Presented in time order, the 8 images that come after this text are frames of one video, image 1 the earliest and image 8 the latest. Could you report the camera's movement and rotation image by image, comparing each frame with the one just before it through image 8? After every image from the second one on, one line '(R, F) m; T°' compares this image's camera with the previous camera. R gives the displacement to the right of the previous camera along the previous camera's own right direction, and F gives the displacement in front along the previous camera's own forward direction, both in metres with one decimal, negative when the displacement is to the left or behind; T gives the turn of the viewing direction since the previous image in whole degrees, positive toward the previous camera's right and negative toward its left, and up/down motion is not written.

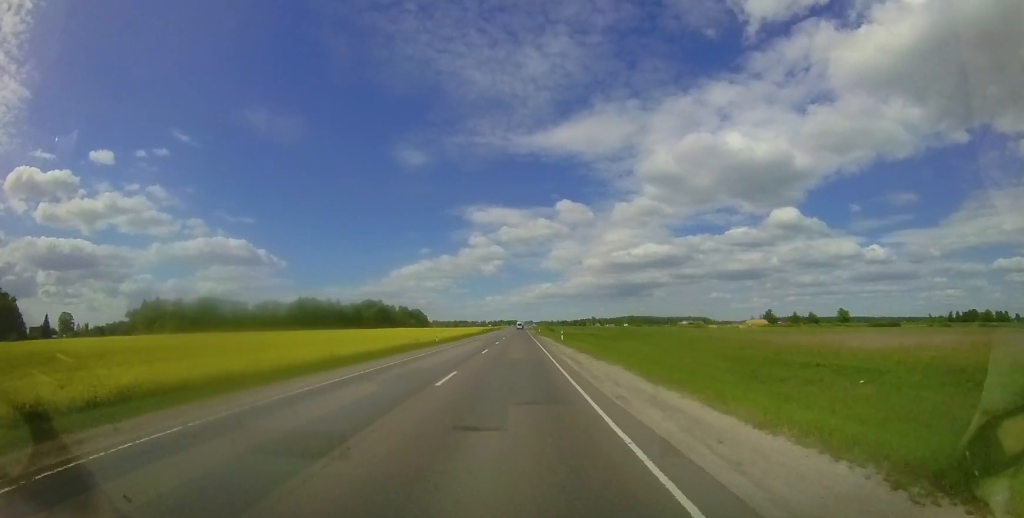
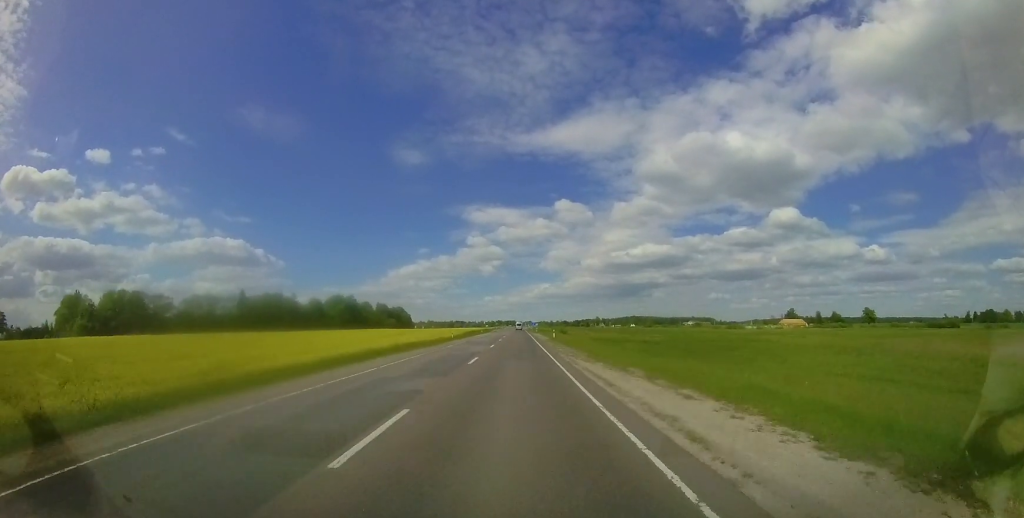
(0.0, +41.5) m; 0°
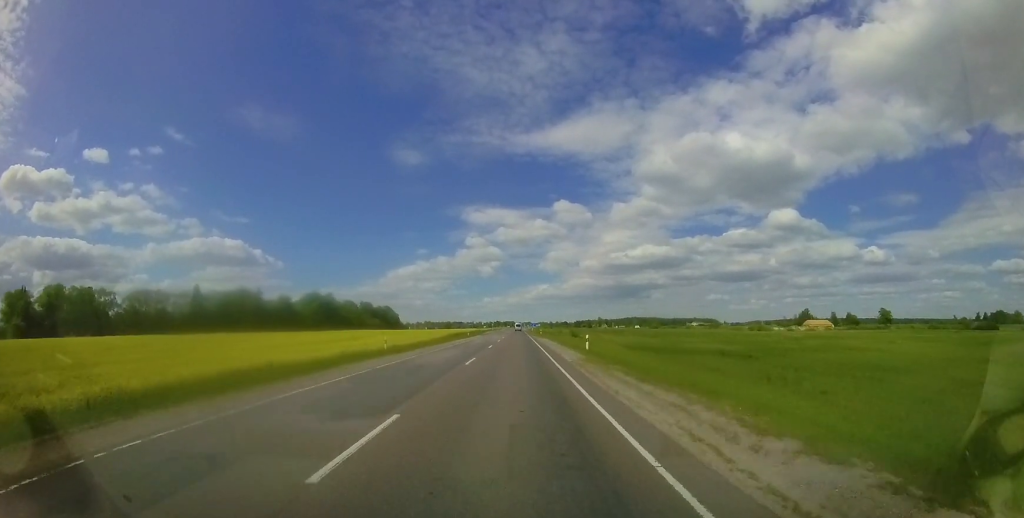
(0.0, +24.3) m; 0°
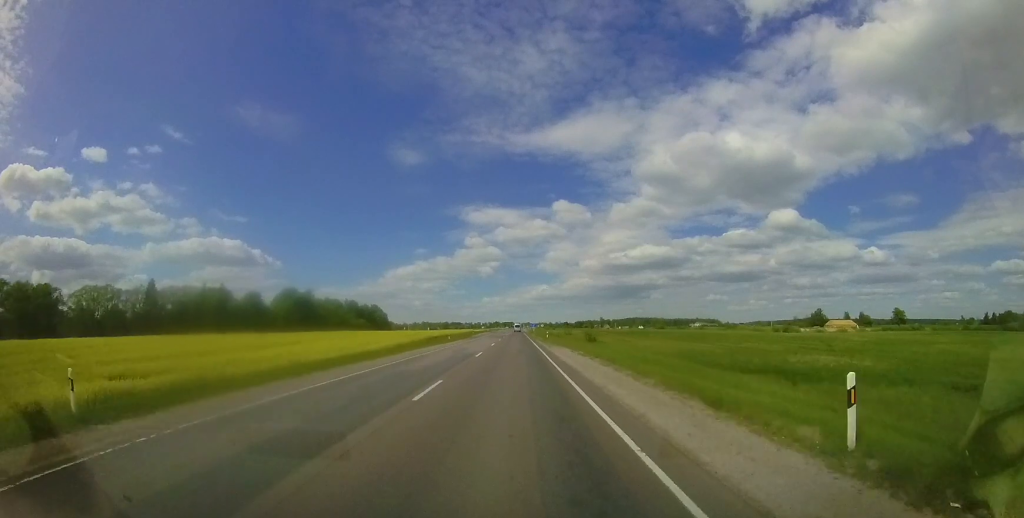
(0.0, +19.6) m; 0°
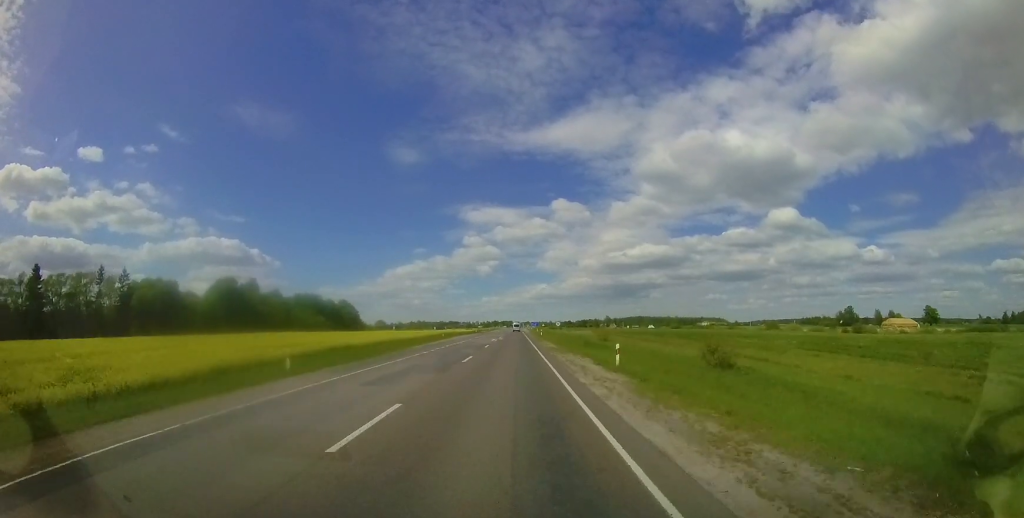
(0.0, +38.6) m; +1°
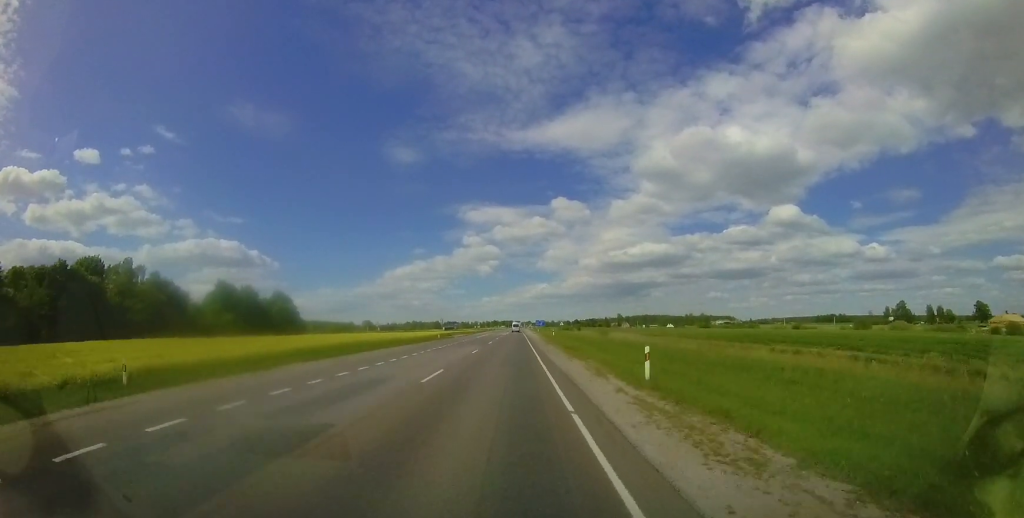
(+0.6, +53.2) m; +1°
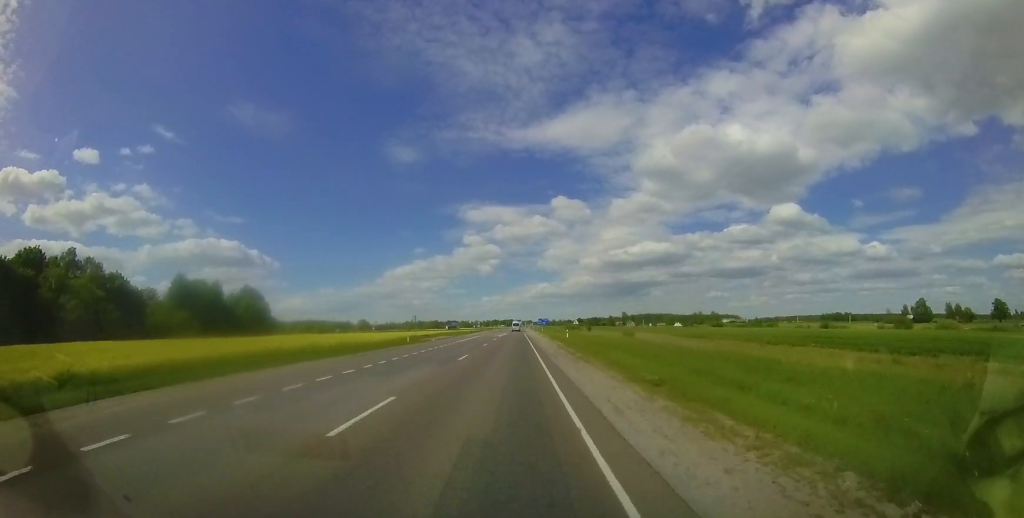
(0.0, +17.2) m; 0°
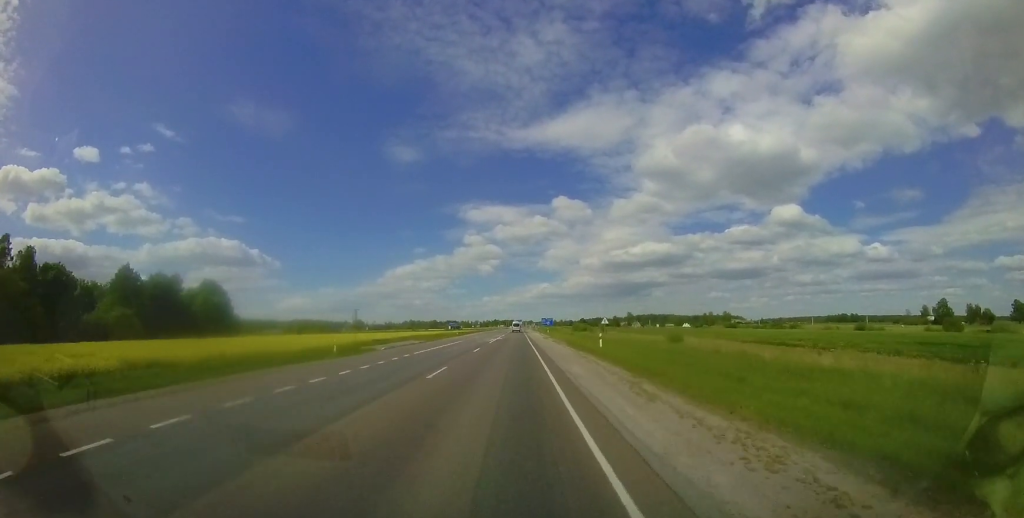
(-0.1, +18.0) m; 0°
